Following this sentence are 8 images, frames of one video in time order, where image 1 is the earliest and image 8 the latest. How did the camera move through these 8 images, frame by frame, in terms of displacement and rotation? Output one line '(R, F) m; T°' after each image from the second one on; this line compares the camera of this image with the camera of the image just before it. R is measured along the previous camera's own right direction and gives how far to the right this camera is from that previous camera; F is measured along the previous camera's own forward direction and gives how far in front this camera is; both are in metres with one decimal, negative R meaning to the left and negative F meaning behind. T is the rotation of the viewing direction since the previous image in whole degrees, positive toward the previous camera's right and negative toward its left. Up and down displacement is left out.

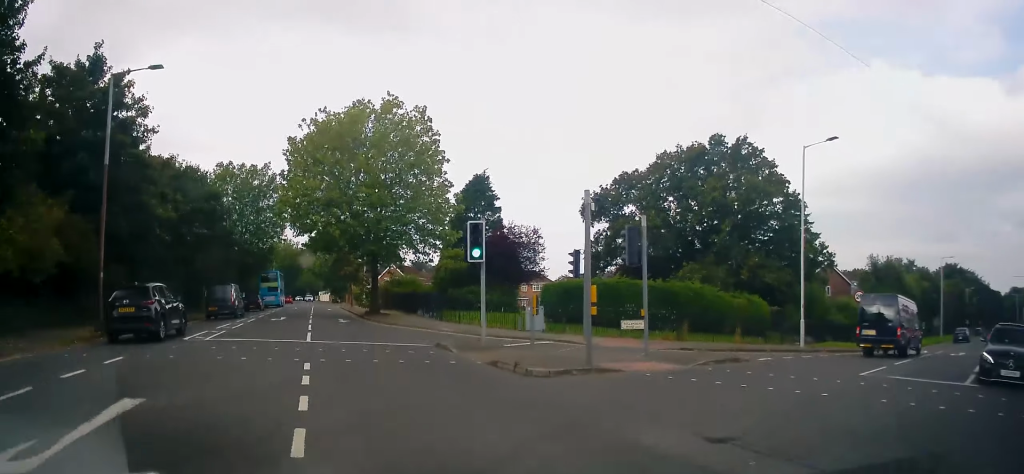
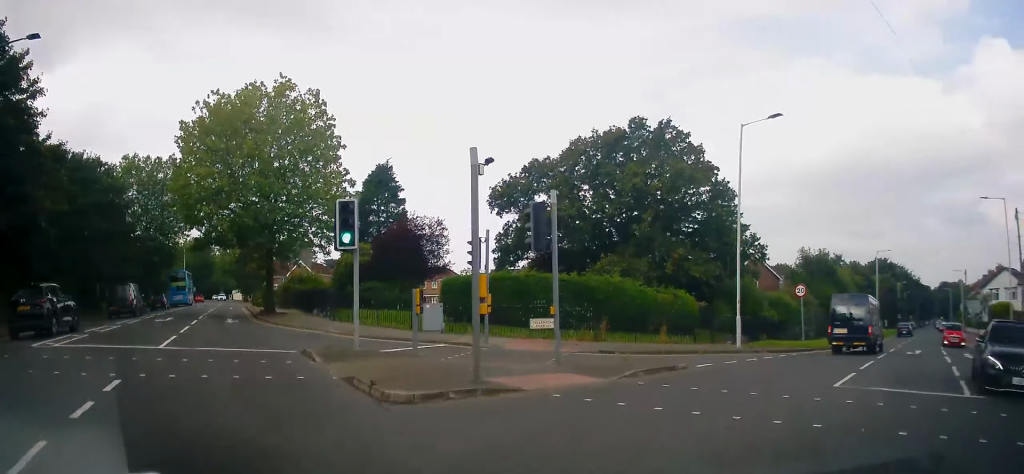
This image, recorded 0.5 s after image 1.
(+0.2, +3.3) m; +7°
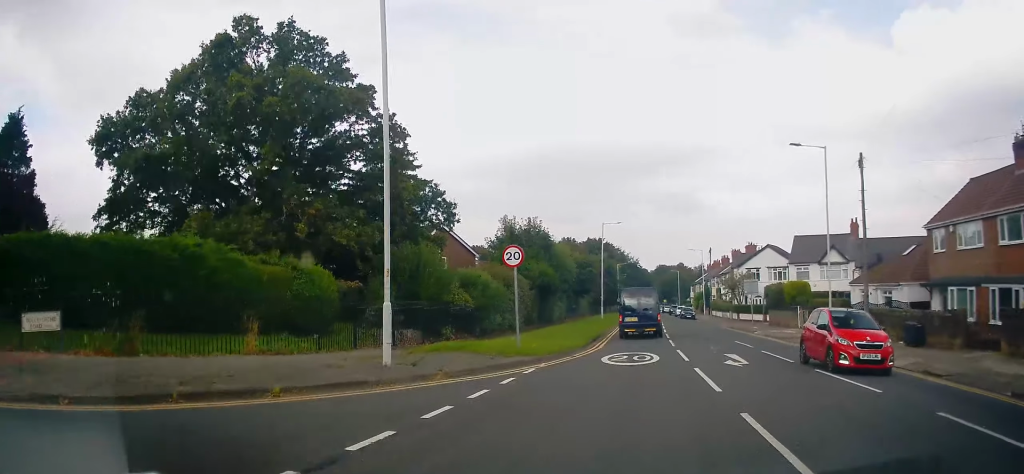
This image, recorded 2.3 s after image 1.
(+2.9, +12.1) m; +27°
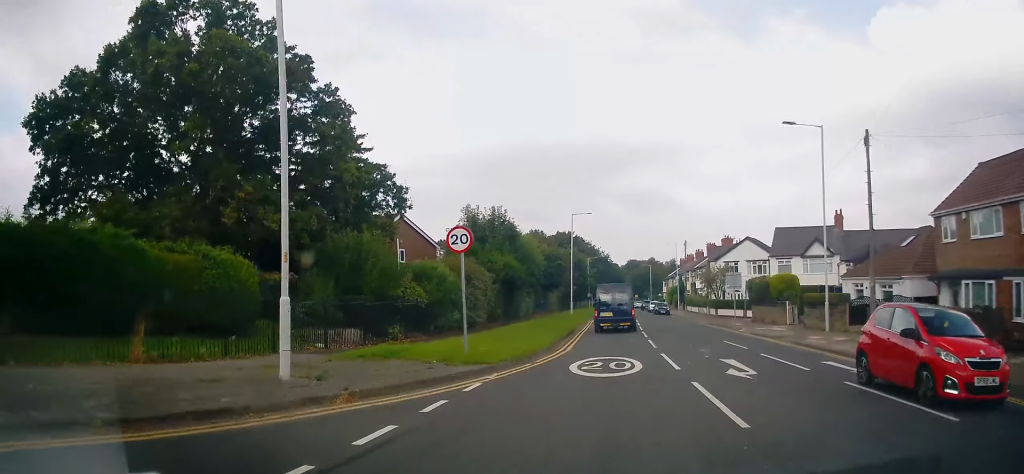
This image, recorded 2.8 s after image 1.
(+0.2, +3.2) m; +3°
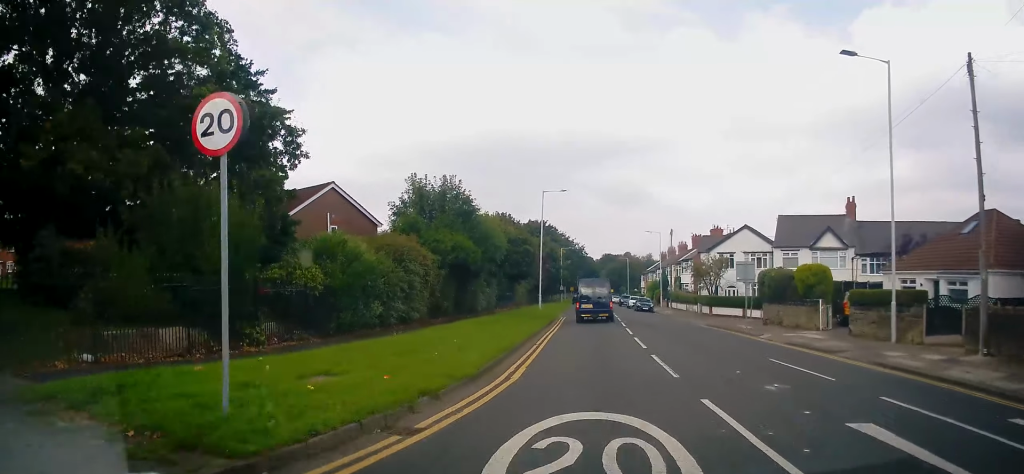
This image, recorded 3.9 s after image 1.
(+0.5, +8.4) m; +5°
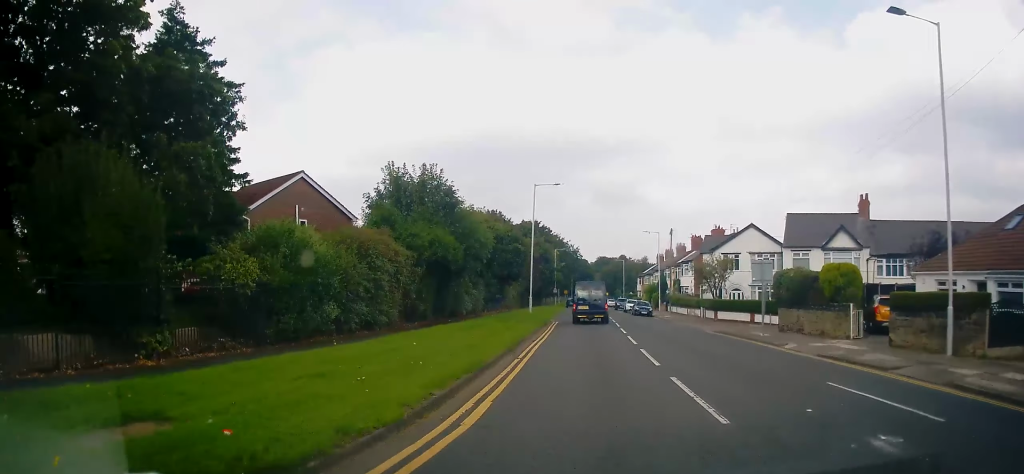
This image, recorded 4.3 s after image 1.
(+0.1, +3.7) m; +1°
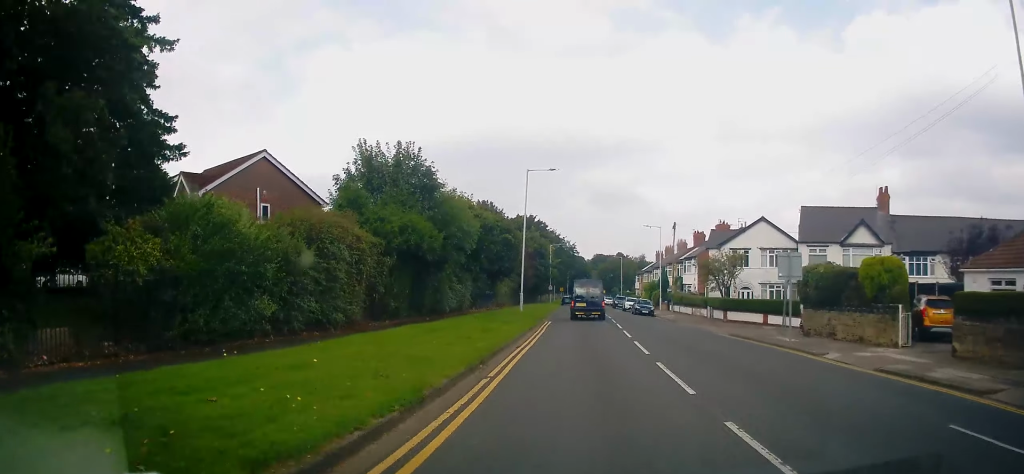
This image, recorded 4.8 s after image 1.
(0.0, +4.2) m; 0°
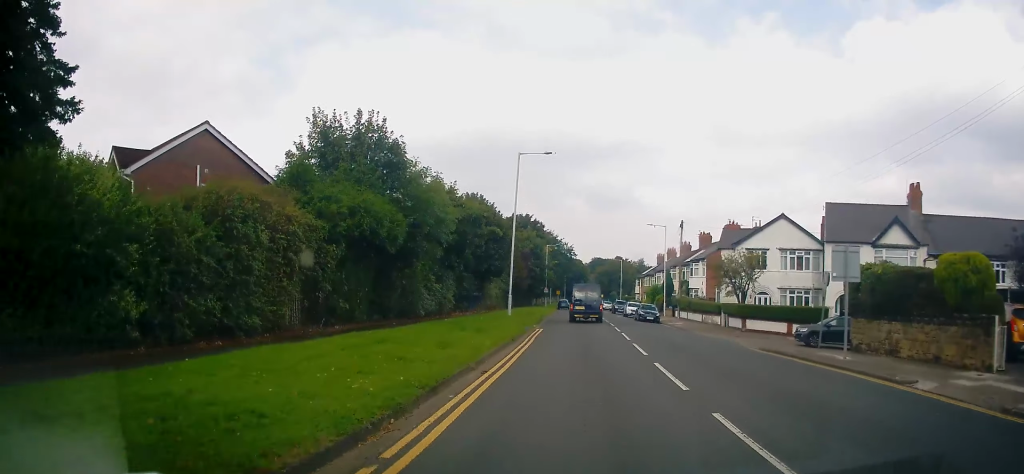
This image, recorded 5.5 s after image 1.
(0.0, +5.3) m; 0°
